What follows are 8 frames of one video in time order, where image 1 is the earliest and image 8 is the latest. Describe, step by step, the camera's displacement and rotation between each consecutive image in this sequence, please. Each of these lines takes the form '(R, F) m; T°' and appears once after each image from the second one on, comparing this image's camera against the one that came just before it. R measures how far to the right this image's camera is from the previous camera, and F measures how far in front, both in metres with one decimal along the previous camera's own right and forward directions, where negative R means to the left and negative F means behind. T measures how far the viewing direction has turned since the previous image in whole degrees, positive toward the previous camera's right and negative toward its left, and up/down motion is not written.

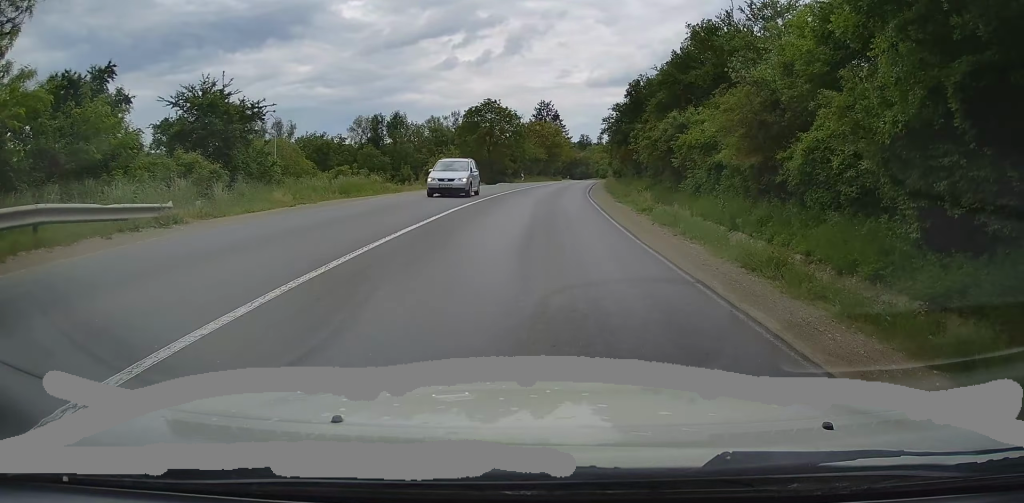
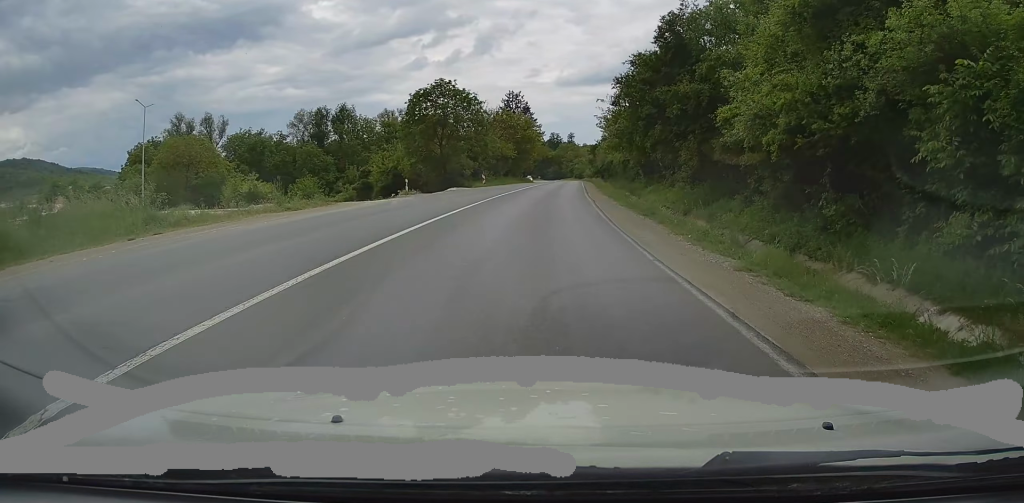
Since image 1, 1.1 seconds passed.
(+1.0, +20.7) m; +4°
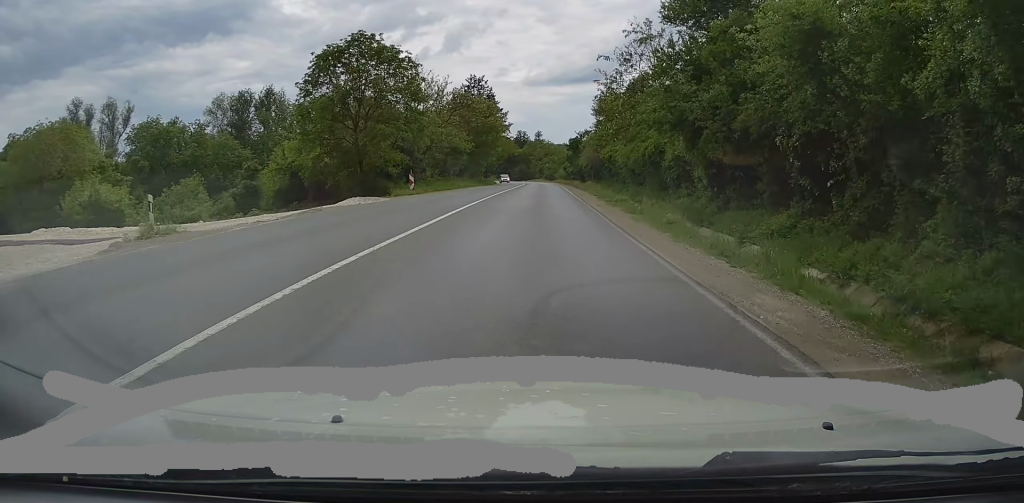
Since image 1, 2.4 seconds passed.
(+0.4, +24.1) m; +2°
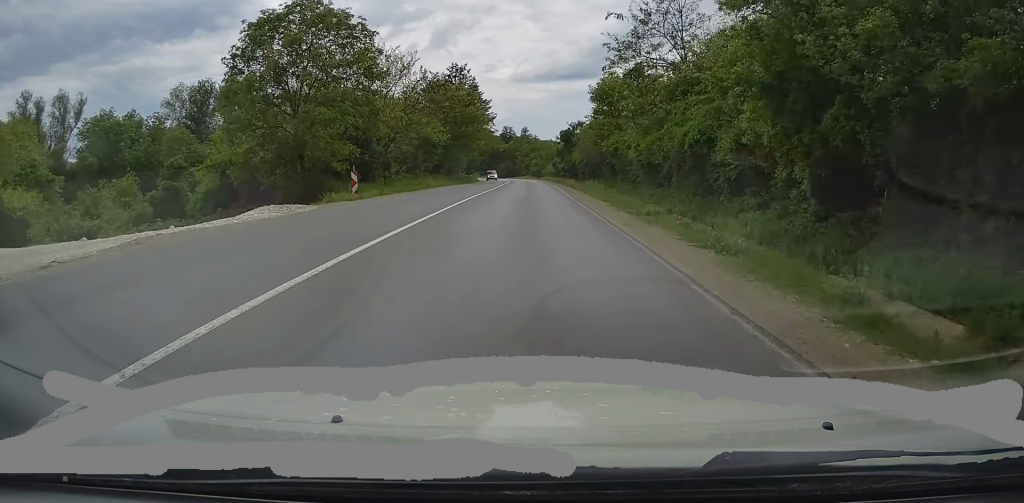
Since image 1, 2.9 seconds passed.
(0.0, +10.2) m; +1°
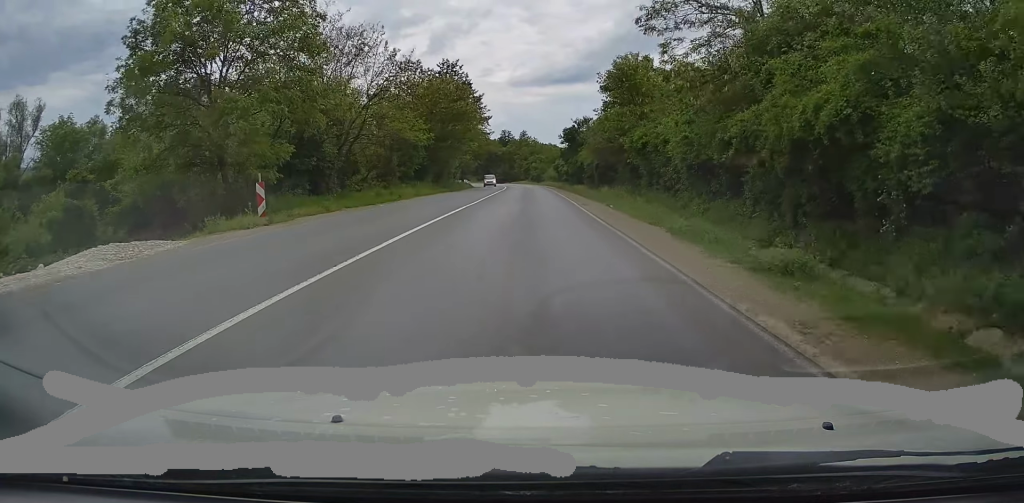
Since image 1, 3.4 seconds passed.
(+0.2, +10.2) m; +1°
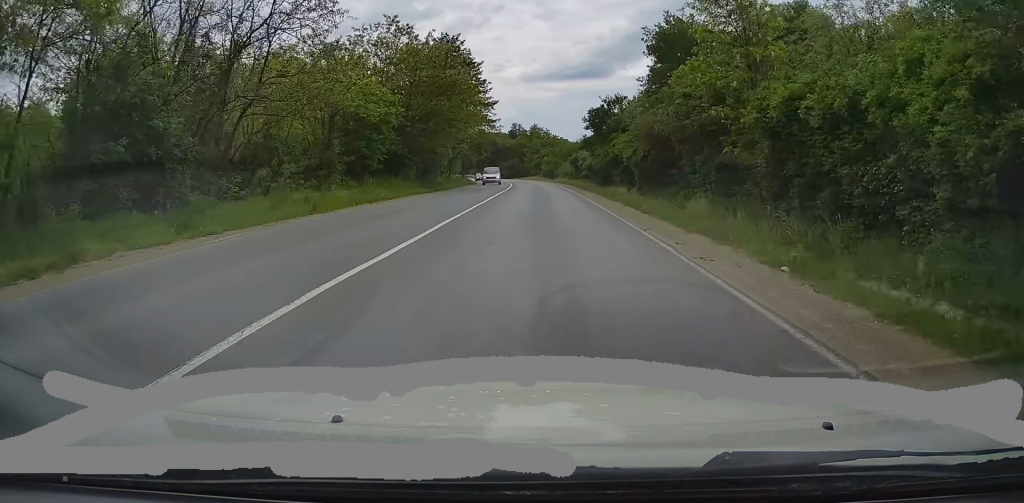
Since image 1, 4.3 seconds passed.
(+0.1, +16.6) m; 0°
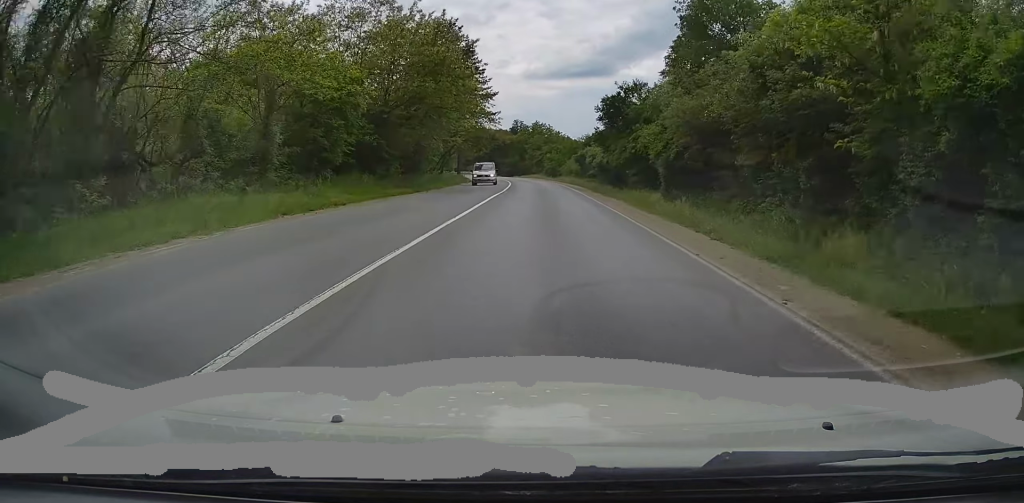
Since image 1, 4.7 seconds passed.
(+0.1, +7.7) m; -1°
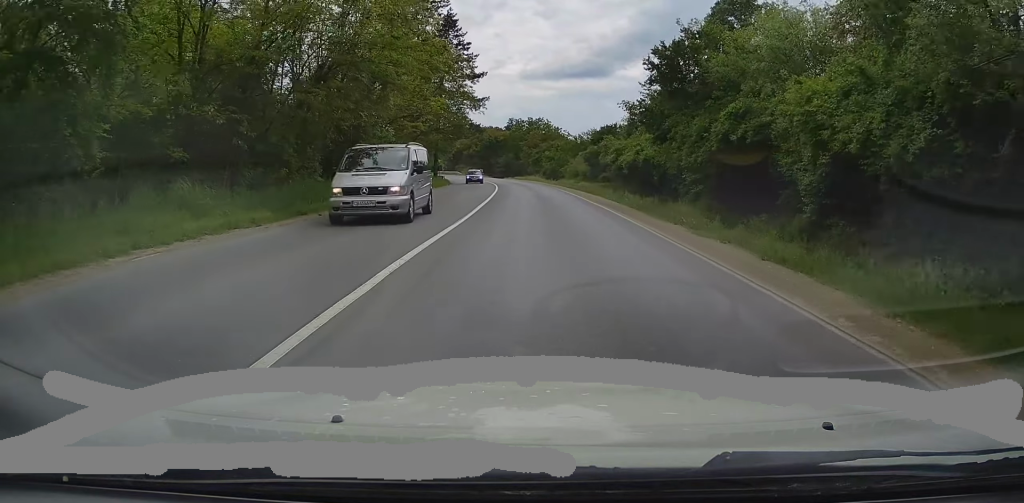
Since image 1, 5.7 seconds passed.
(-0.4, +18.5) m; 0°
